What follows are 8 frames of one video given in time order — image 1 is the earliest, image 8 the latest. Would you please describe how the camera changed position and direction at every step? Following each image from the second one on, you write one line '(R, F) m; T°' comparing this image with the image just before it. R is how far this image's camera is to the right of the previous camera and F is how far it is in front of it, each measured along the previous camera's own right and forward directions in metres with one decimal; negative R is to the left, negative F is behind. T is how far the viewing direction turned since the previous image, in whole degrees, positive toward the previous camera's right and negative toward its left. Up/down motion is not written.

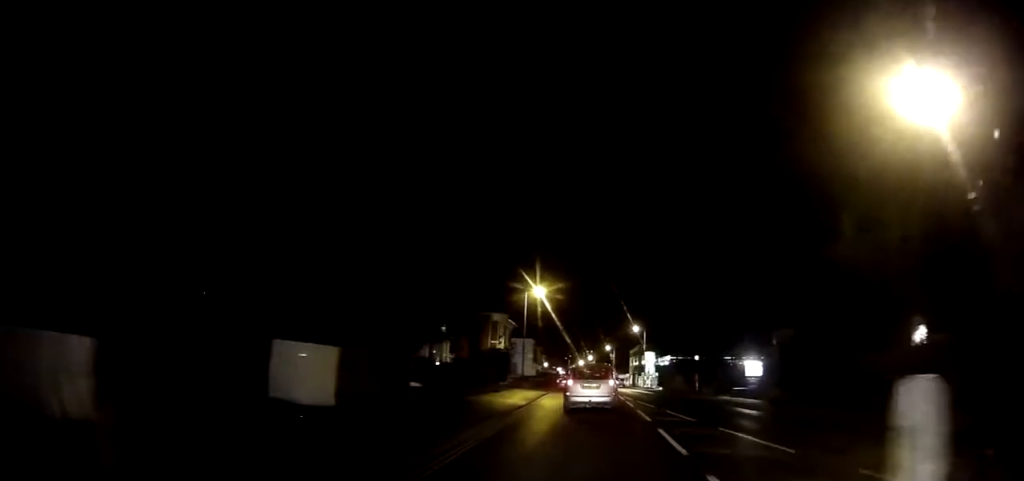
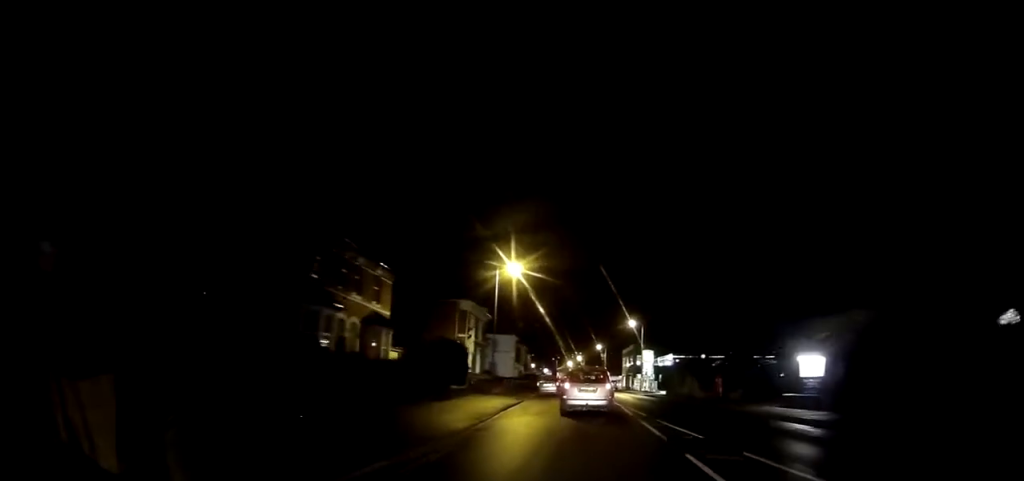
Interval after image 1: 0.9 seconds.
(0.0, +9.9) m; 0°
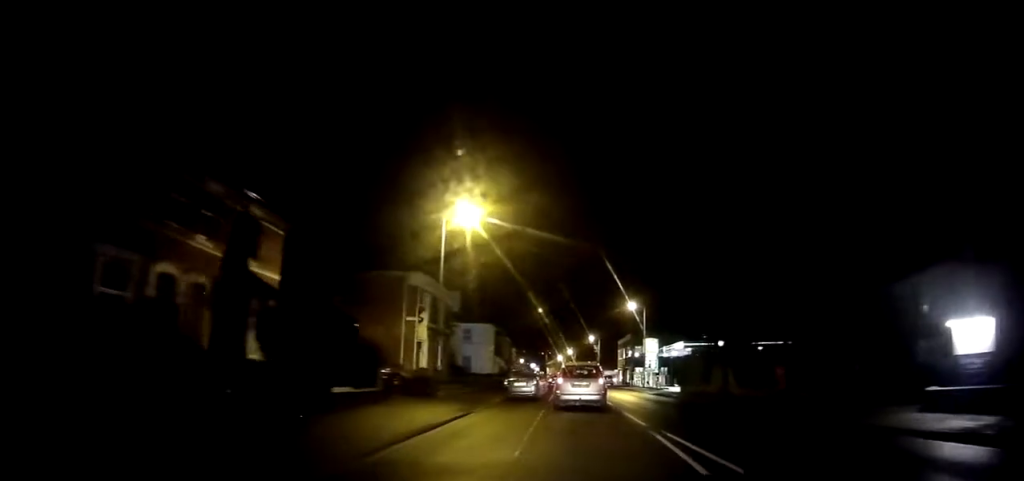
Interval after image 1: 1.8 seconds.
(0.0, +11.1) m; +2°
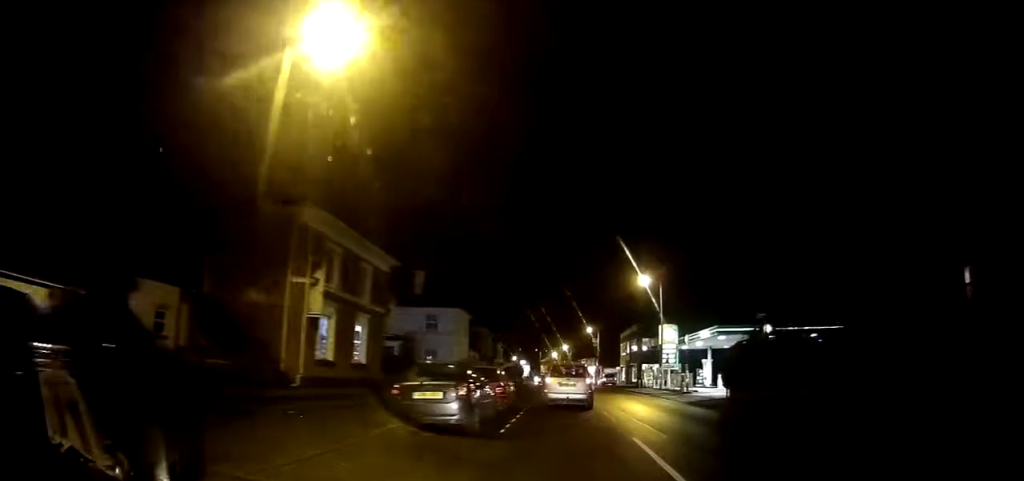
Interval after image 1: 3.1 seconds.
(+0.4, +13.6) m; 0°
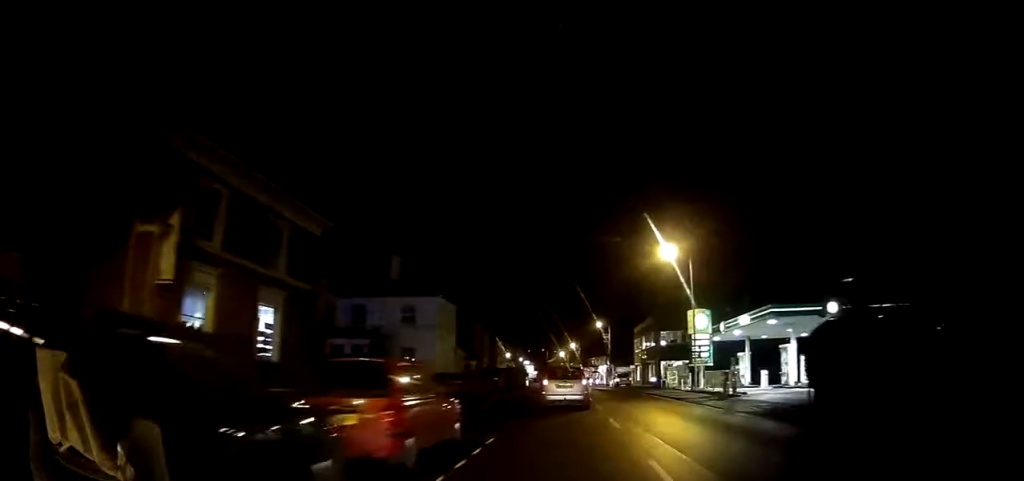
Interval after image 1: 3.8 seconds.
(0.0, +8.5) m; -2°
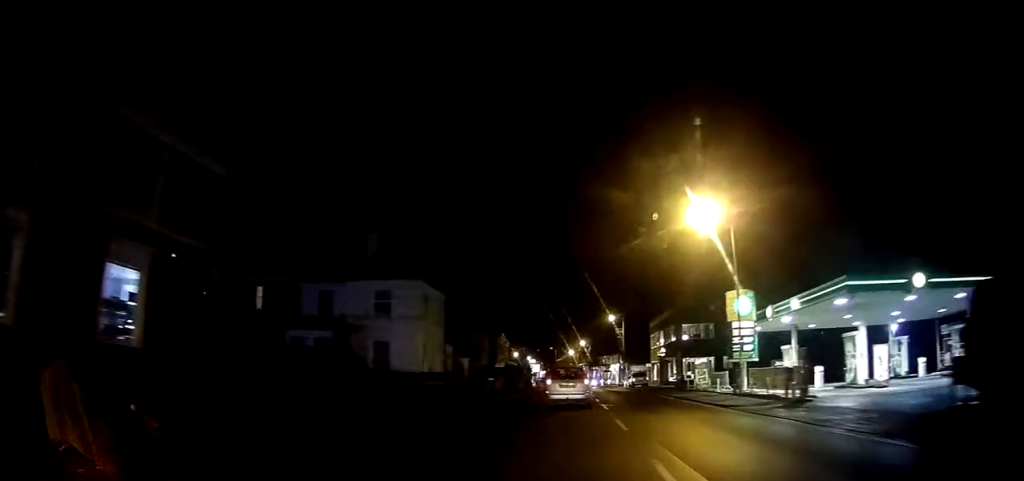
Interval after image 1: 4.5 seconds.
(-0.4, +7.4) m; -1°
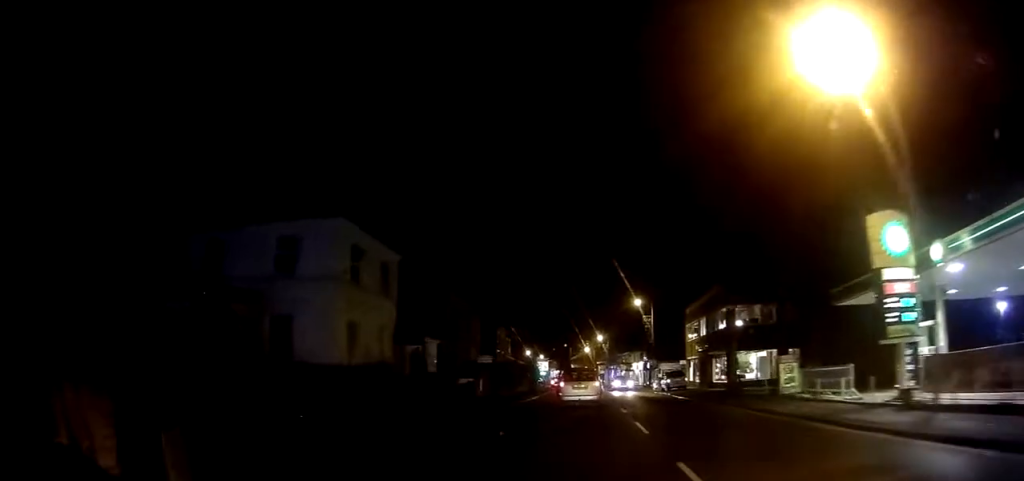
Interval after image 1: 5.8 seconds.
(0.0, +13.1) m; -2°
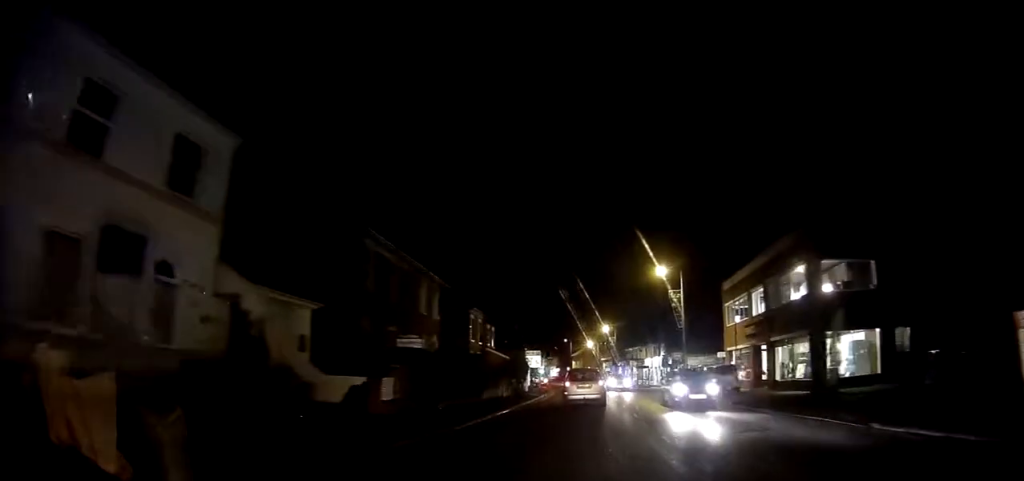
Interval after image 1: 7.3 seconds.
(-0.1, +14.3) m; 0°
